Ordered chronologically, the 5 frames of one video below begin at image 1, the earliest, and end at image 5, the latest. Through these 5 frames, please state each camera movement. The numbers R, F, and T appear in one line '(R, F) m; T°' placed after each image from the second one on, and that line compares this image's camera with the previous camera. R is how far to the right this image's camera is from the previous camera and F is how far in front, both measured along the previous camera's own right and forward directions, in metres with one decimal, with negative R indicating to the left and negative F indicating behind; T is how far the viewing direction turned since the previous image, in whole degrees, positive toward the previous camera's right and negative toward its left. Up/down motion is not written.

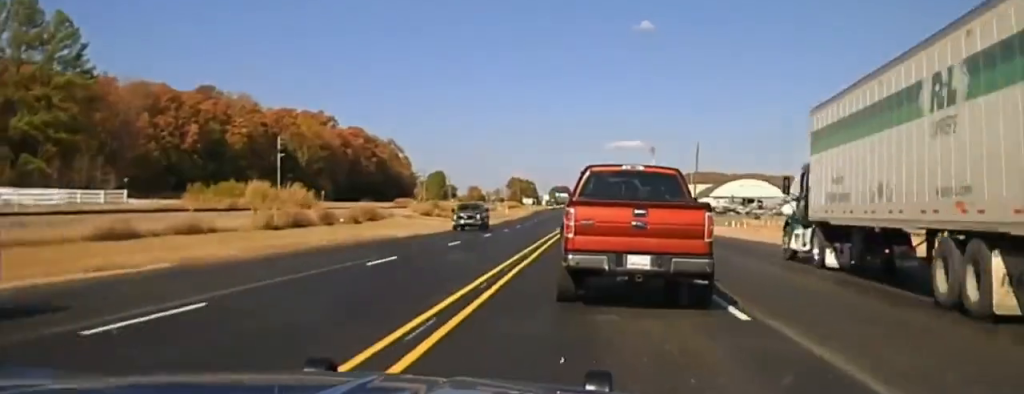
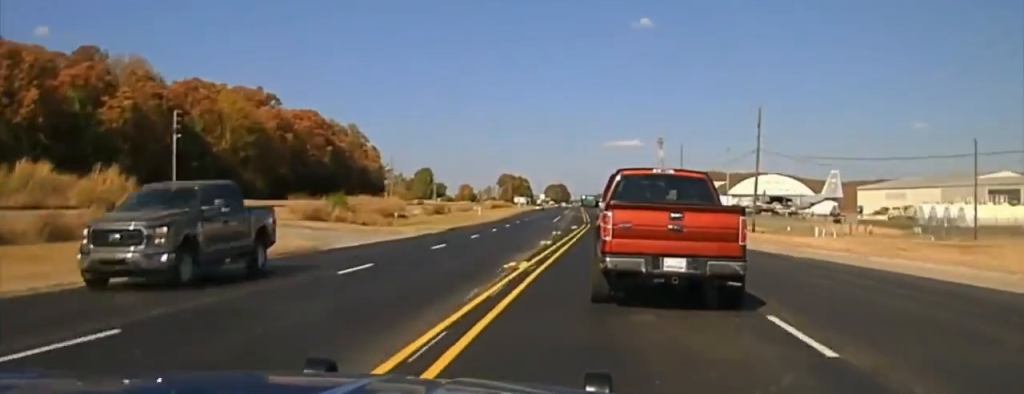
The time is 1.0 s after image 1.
(+0.2, +45.2) m; 0°
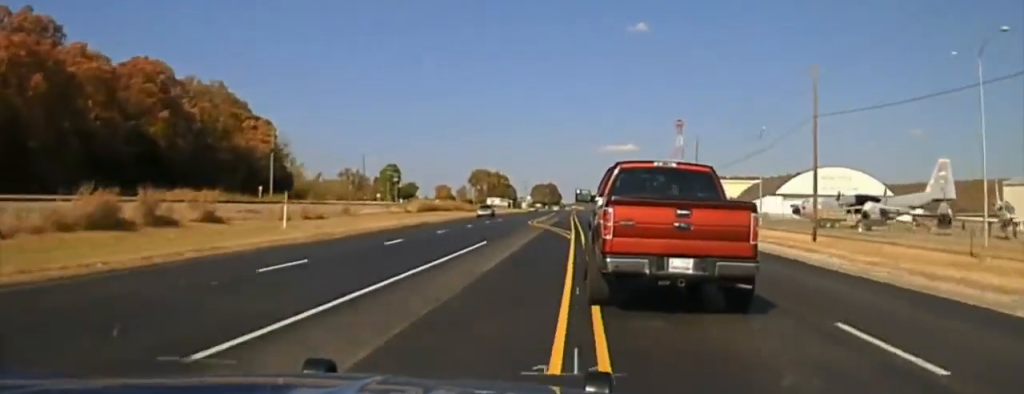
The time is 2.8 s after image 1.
(+0.1, +81.5) m; 0°
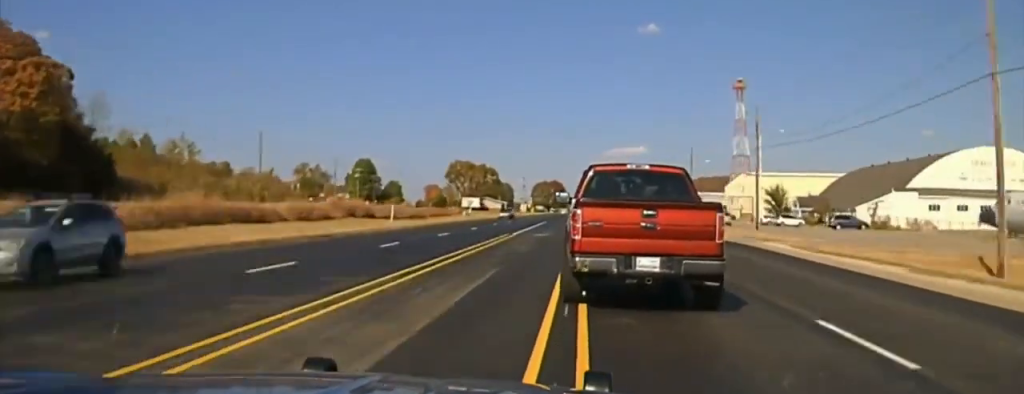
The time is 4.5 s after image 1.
(-0.9, +66.7) m; -1°
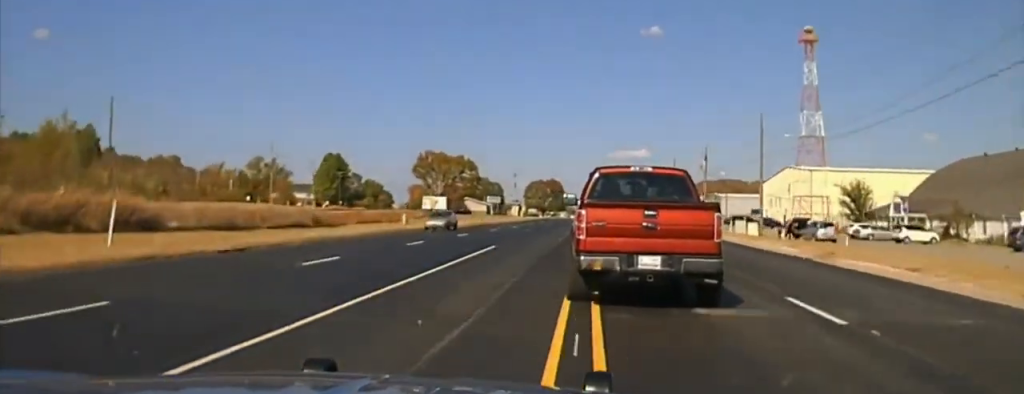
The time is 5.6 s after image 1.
(0.0, +39.6) m; +1°
